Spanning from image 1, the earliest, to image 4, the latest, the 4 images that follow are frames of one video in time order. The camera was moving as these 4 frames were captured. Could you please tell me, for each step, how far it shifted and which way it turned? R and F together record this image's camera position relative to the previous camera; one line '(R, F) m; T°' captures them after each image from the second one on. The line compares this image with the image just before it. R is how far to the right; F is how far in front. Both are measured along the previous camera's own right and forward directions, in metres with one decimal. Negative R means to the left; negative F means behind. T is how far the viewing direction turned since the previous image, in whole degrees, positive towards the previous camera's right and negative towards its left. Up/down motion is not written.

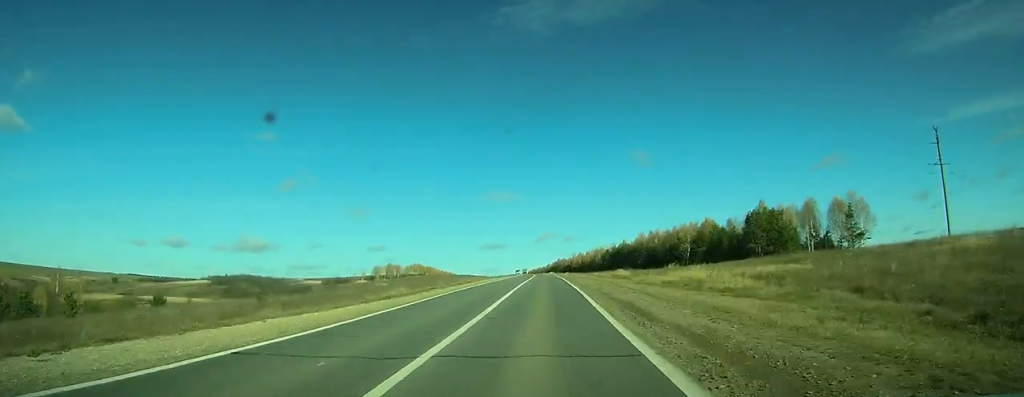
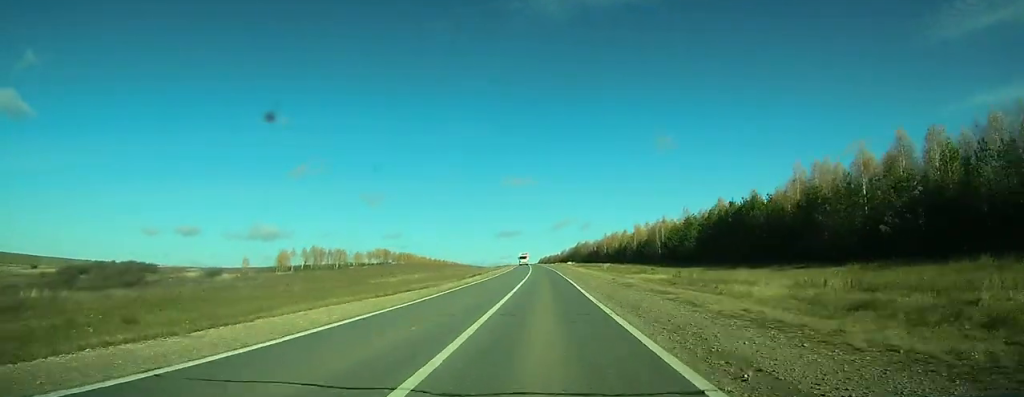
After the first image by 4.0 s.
(-0.9, +101.7) m; -1°
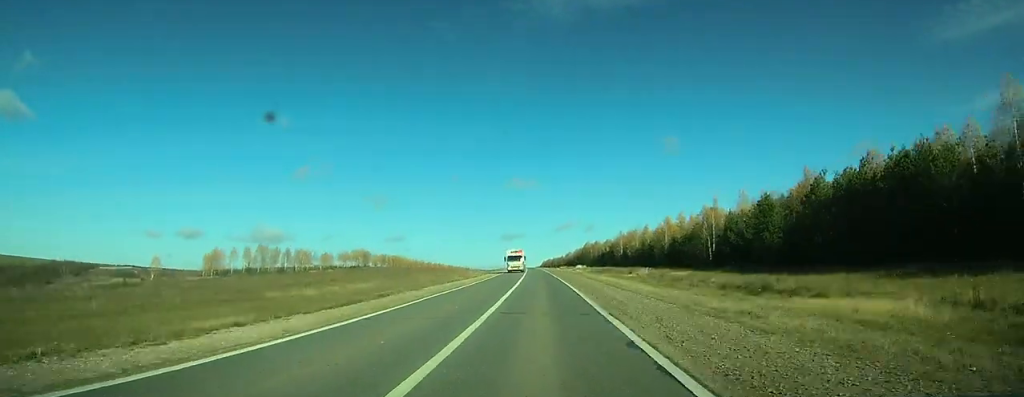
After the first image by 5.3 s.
(-0.1, +35.5) m; 0°
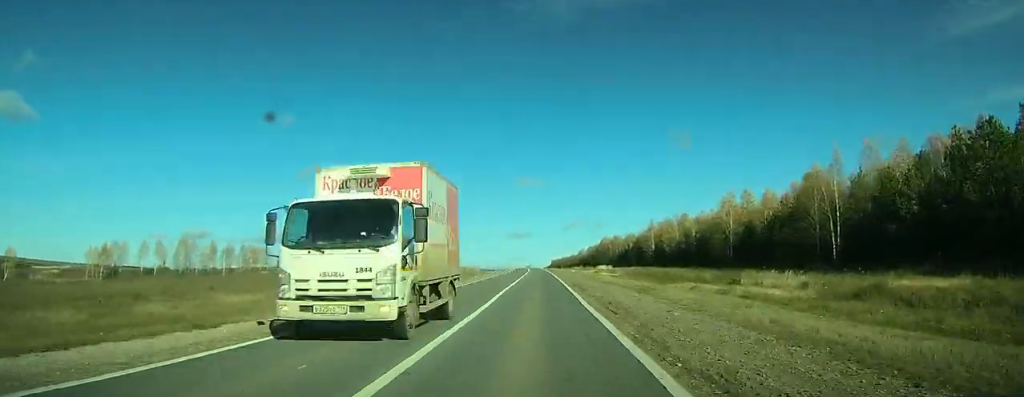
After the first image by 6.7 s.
(+0.1, +35.9) m; 0°
